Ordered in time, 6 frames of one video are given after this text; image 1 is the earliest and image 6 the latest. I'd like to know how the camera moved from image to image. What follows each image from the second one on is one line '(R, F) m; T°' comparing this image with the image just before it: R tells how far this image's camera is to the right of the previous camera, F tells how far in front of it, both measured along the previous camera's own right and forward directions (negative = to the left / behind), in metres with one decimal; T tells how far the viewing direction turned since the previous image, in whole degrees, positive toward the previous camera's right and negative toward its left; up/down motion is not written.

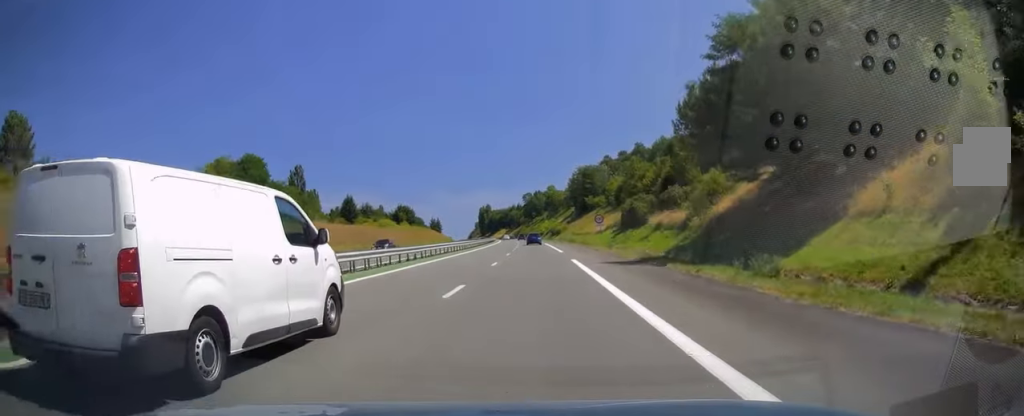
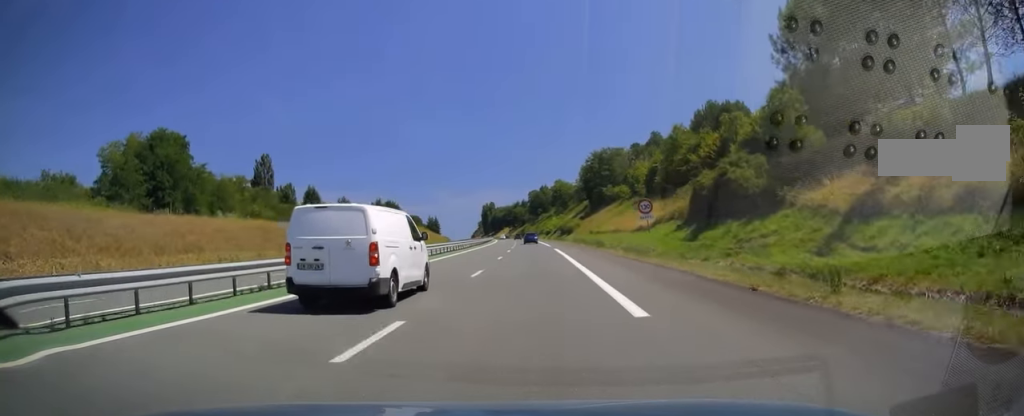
(-0.5, +32.6) m; -2°
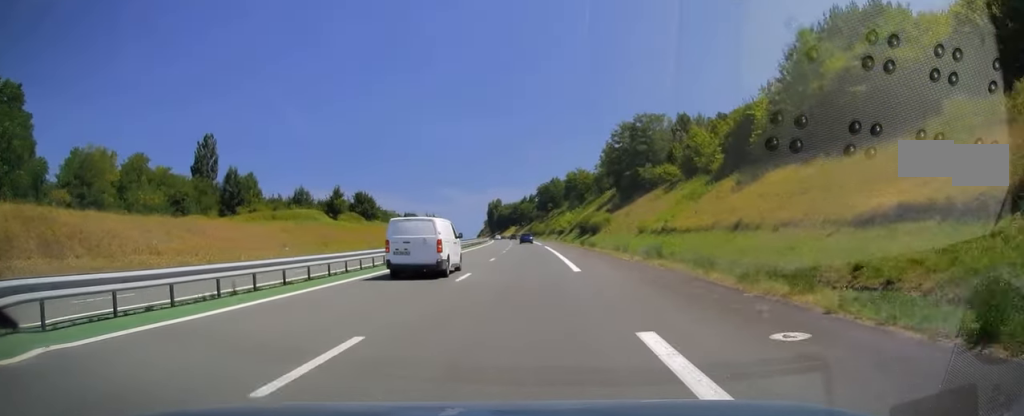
(-0.3, +40.5) m; -1°
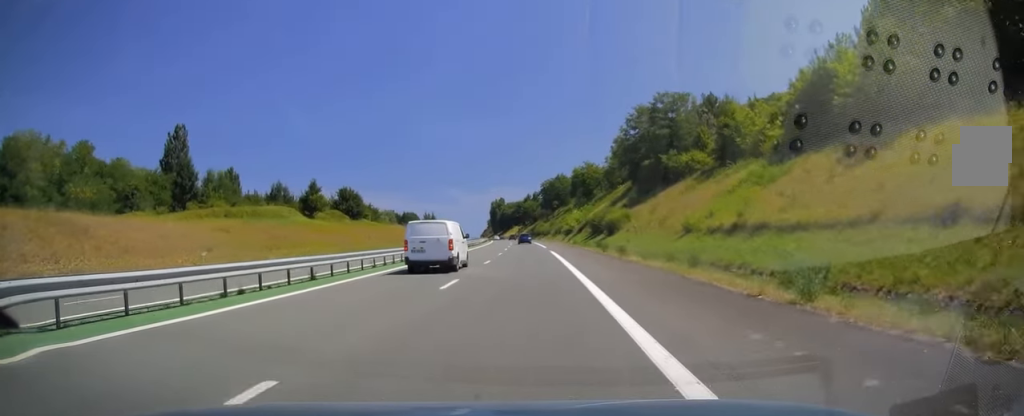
(+0.3, +15.6) m; -1°
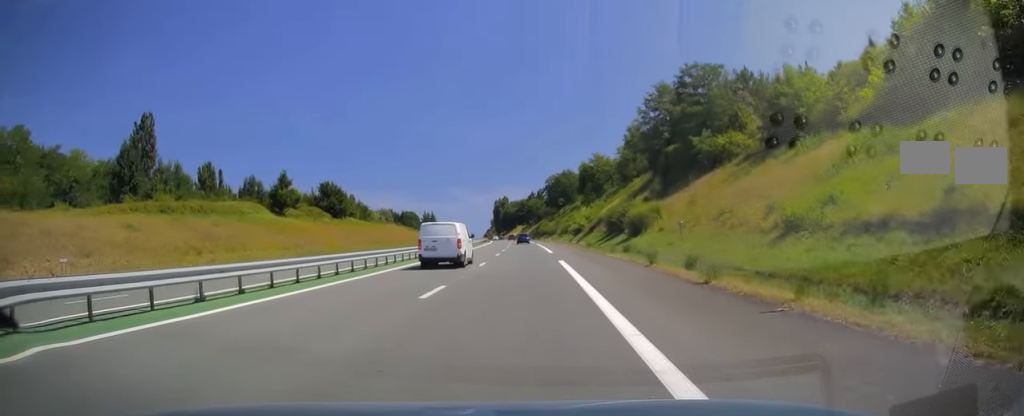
(-0.3, +15.2) m; -1°
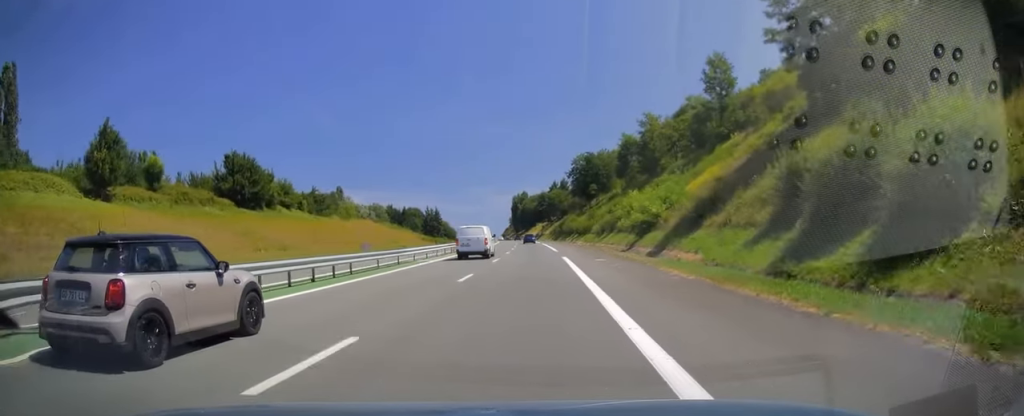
(-0.6, +47.4) m; -2°
